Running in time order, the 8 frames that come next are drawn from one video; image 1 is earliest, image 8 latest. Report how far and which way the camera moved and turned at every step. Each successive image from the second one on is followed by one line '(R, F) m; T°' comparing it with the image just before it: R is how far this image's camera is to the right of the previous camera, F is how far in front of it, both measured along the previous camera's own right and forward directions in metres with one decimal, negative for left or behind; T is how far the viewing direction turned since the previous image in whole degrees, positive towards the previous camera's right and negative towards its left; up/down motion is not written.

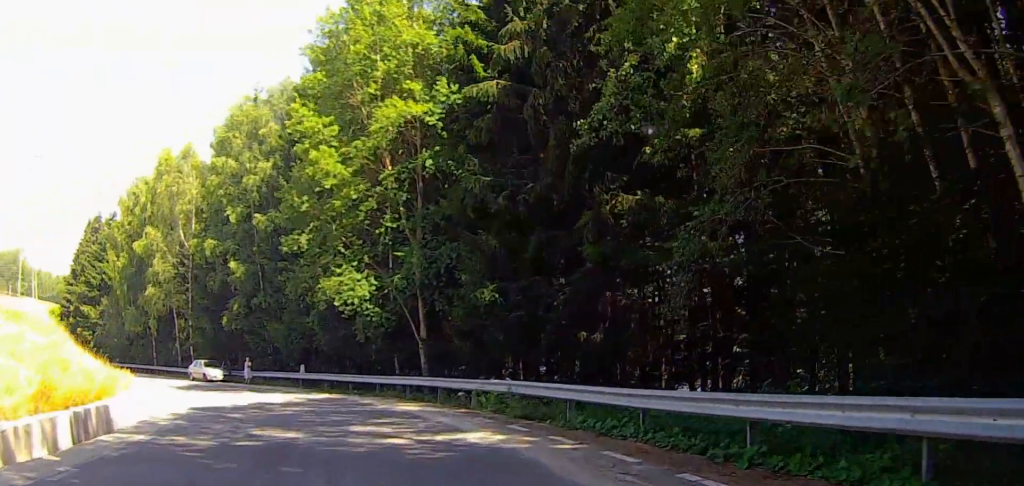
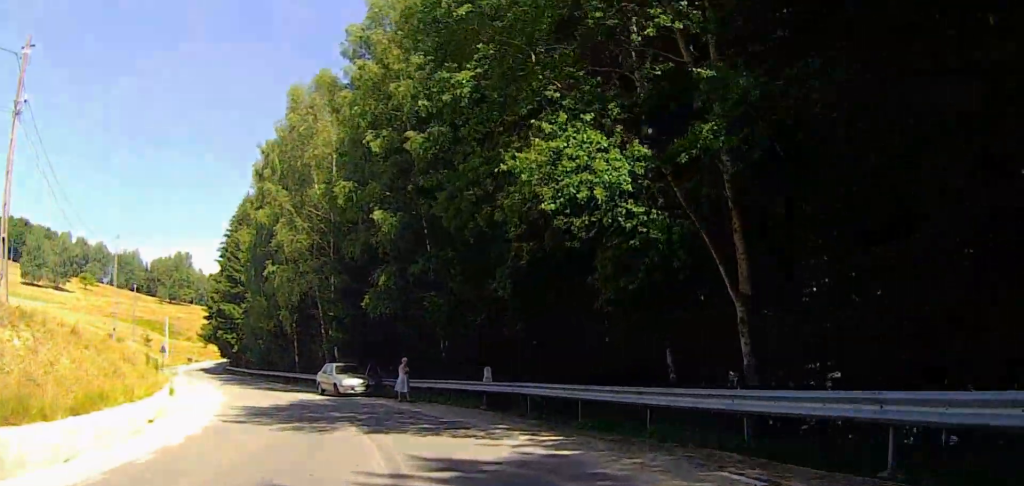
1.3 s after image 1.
(-3.9, +14.9) m; -21°
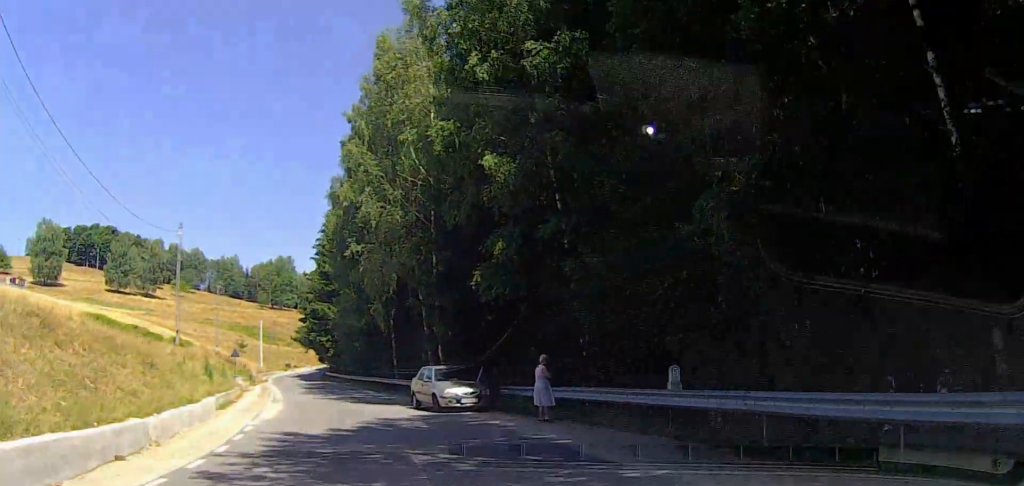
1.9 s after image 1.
(-0.5, +7.9) m; -5°
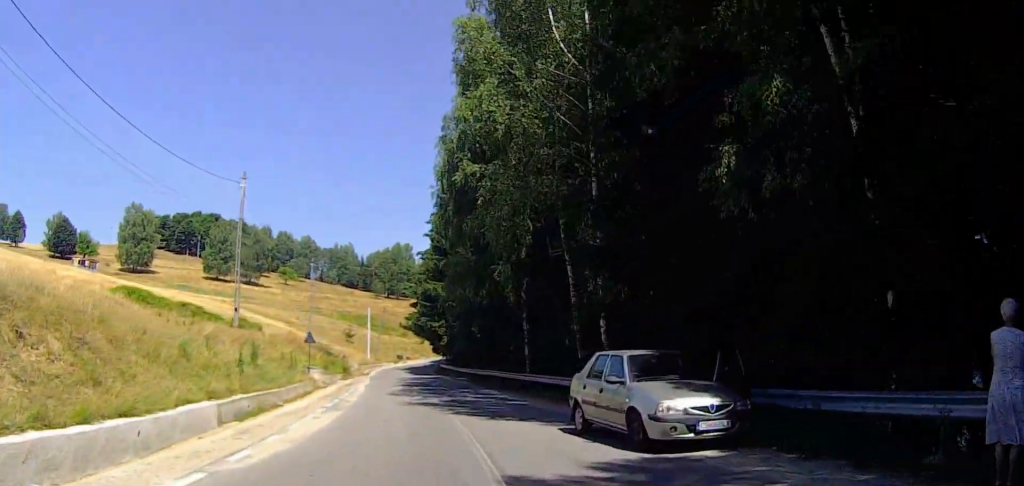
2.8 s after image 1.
(0.0, +10.4) m; -4°
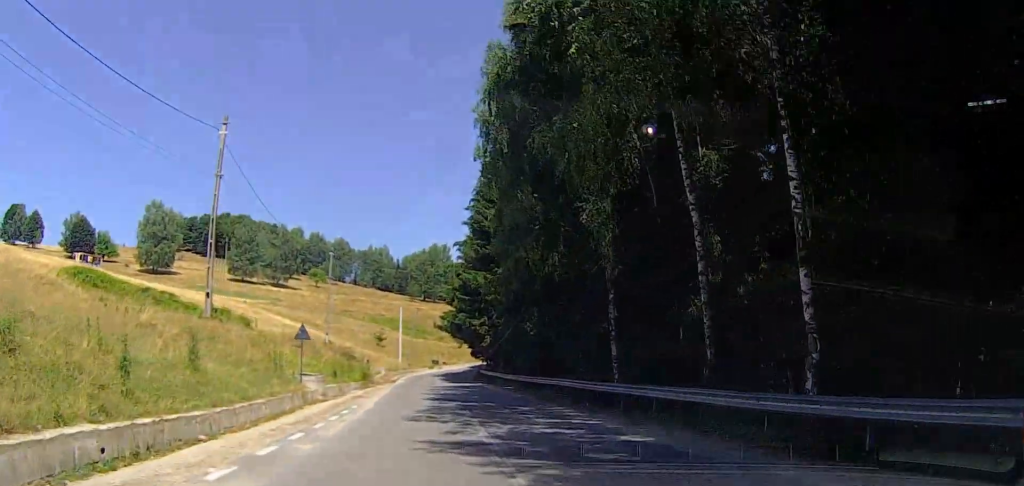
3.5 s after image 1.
(-0.6, +9.6) m; -3°
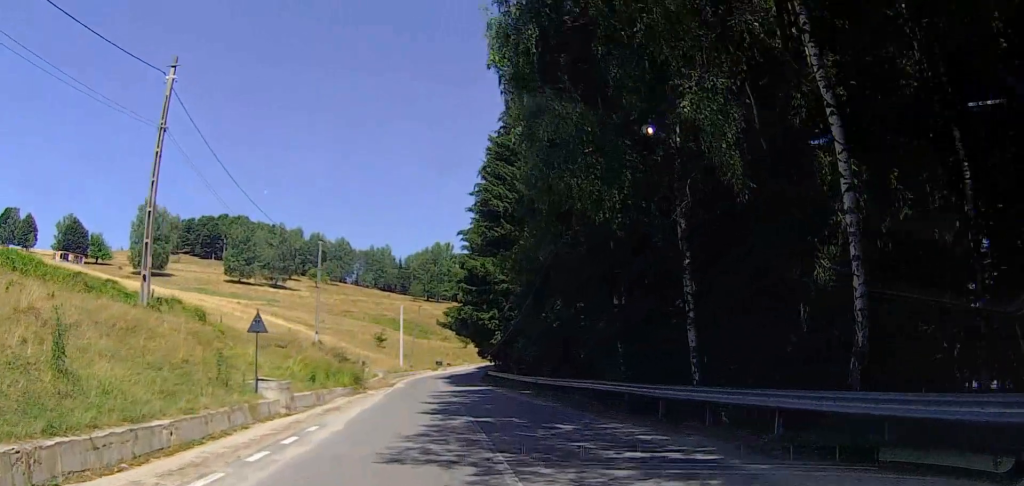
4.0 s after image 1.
(-0.1, +6.3) m; -2°
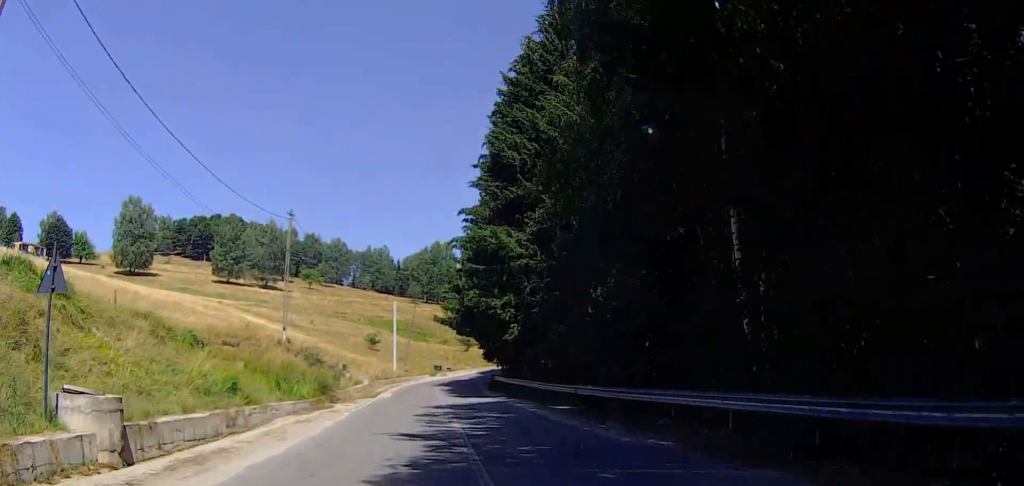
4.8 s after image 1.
(+0.3, +10.7) m; -6°
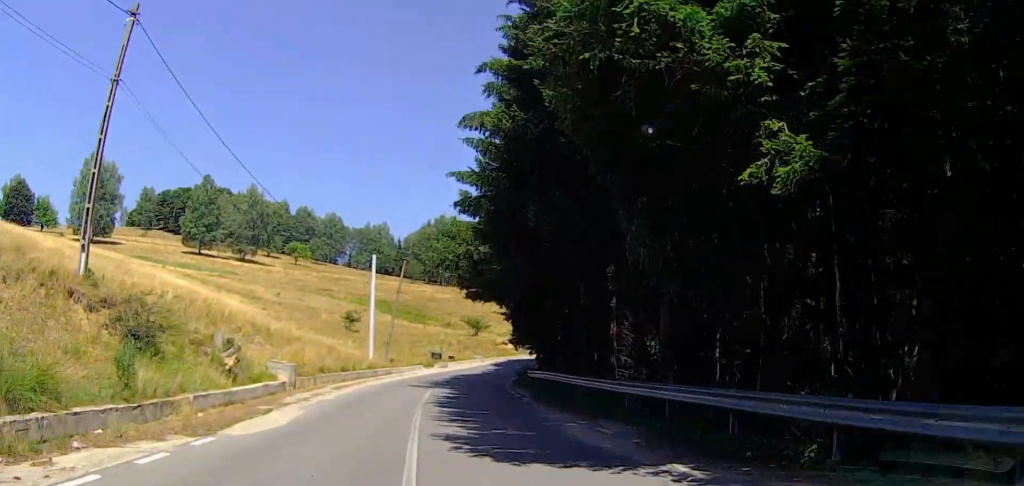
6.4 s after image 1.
(0.0, +24.8) m; +3°
